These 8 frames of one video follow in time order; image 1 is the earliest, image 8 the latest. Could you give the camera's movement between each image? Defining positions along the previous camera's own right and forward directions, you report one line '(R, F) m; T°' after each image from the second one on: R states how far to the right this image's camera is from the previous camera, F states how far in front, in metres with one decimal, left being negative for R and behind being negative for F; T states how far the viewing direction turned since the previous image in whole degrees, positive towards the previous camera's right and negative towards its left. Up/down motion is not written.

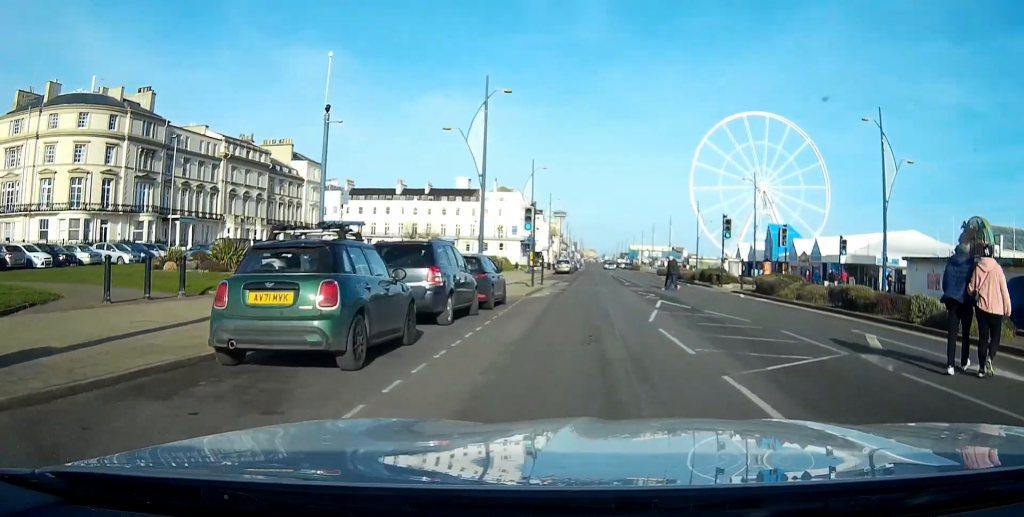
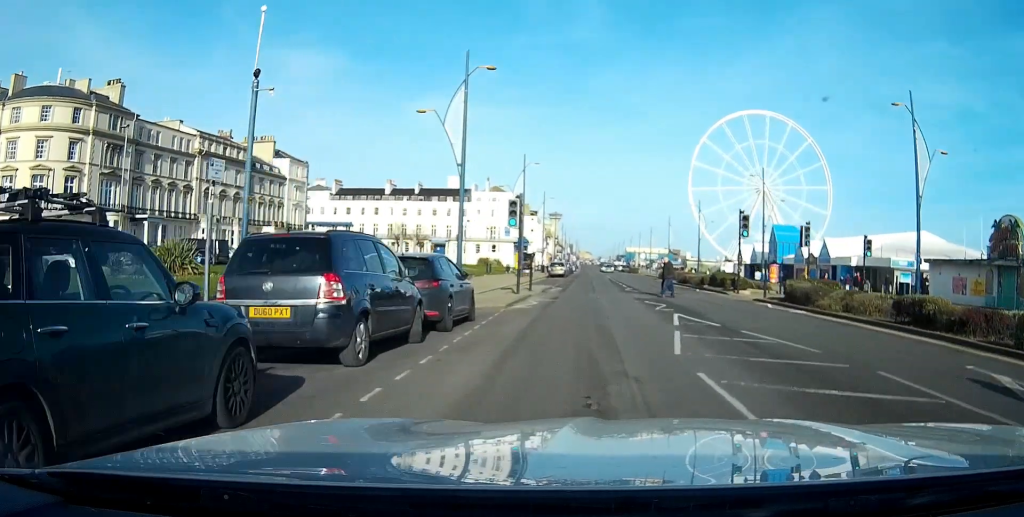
(0.0, +5.2) m; 0°
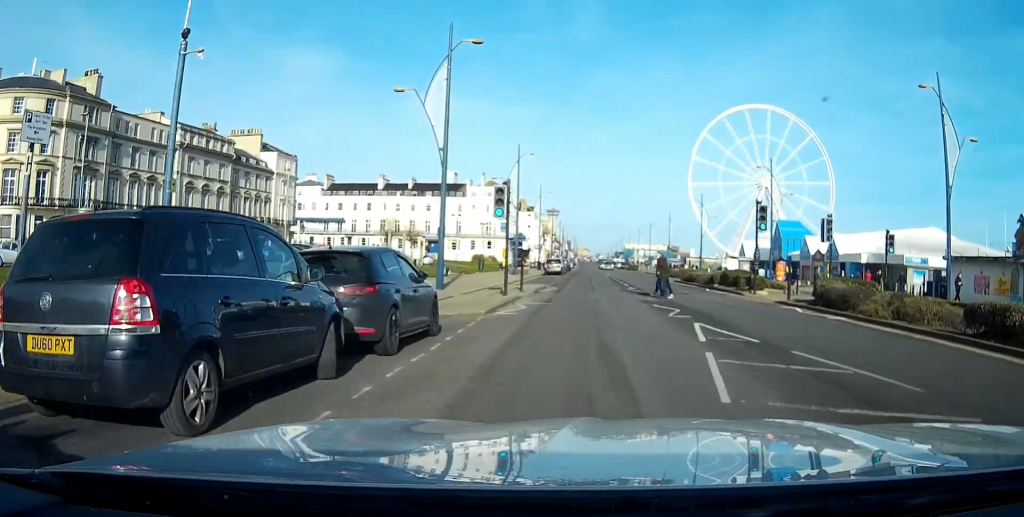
(0.0, +3.7) m; 0°
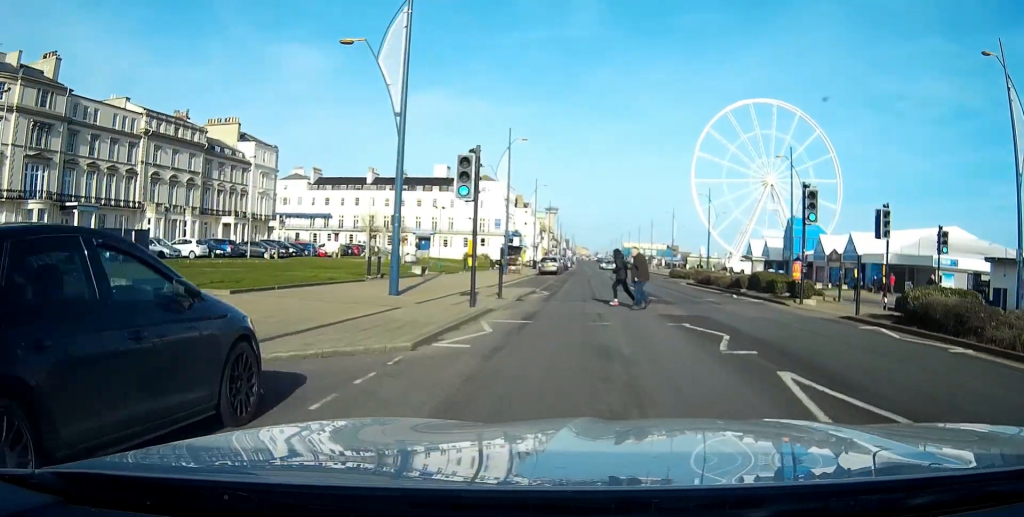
(0.0, +7.1) m; 0°
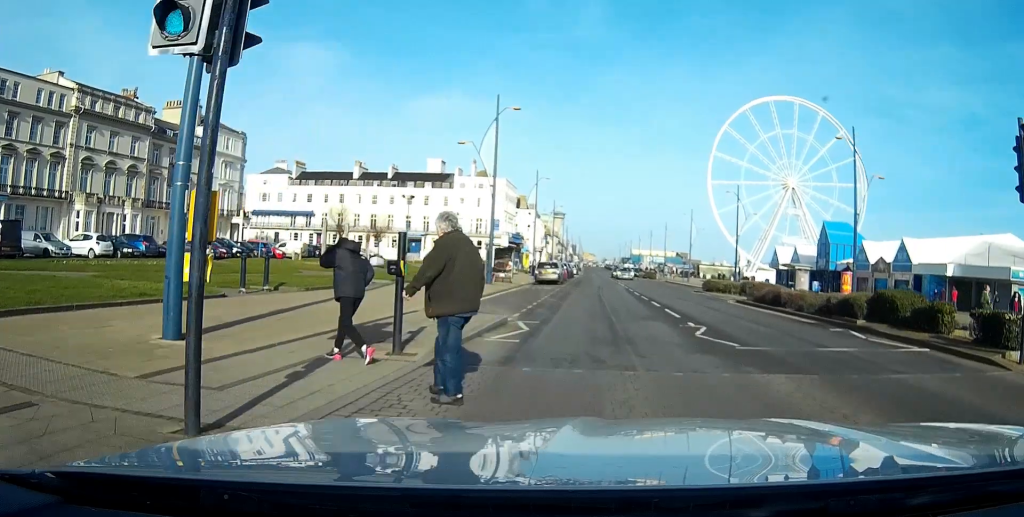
(+0.2, +14.5) m; +2°
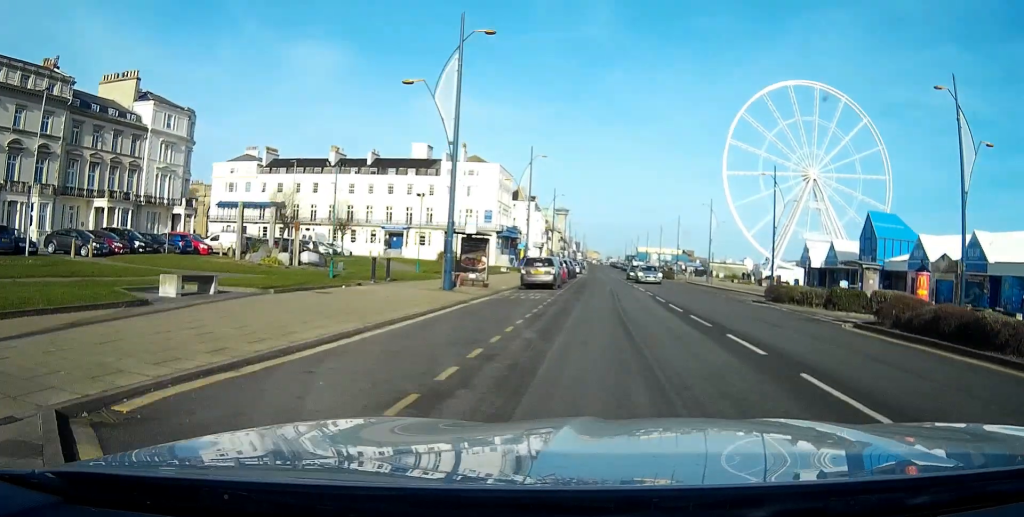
(-0.1, +14.1) m; -2°
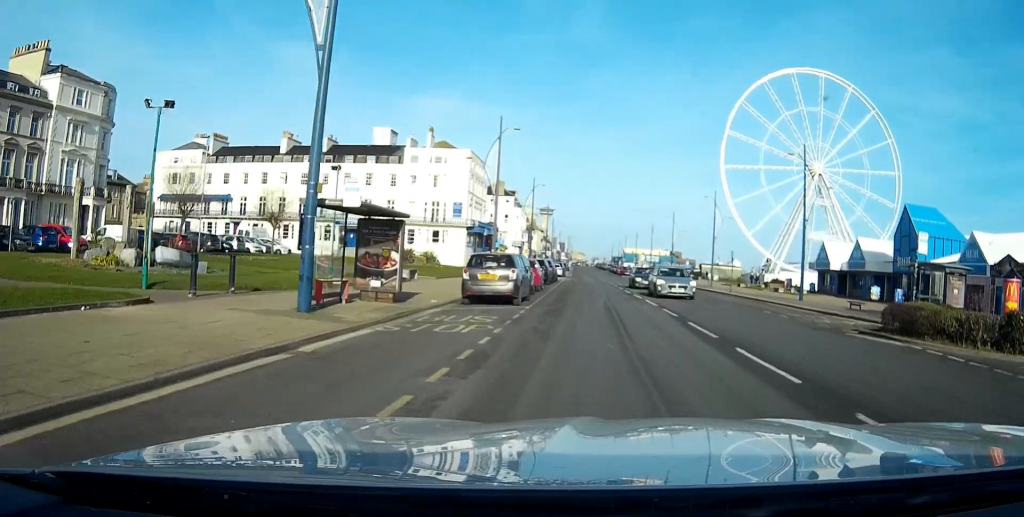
(0.0, +12.6) m; 0°
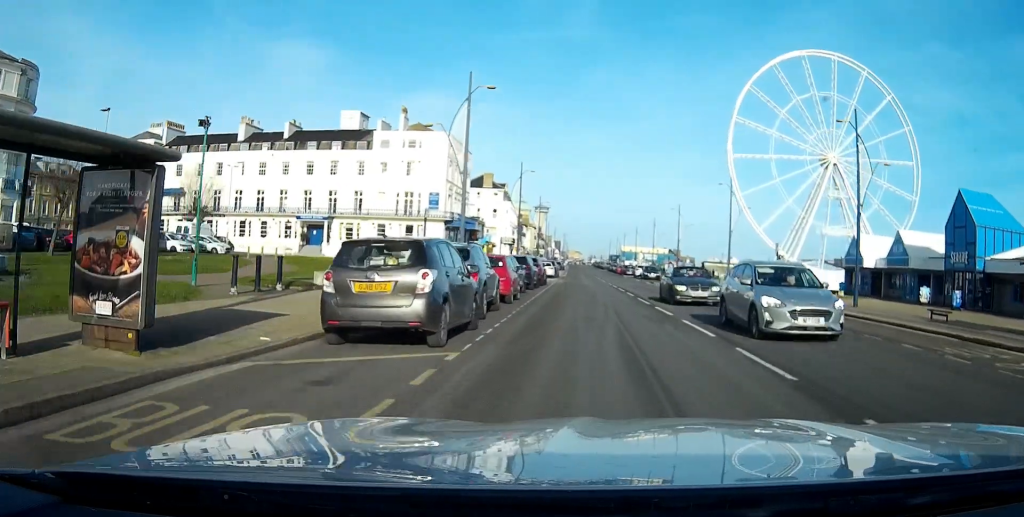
(-0.1, +11.2) m; 0°
